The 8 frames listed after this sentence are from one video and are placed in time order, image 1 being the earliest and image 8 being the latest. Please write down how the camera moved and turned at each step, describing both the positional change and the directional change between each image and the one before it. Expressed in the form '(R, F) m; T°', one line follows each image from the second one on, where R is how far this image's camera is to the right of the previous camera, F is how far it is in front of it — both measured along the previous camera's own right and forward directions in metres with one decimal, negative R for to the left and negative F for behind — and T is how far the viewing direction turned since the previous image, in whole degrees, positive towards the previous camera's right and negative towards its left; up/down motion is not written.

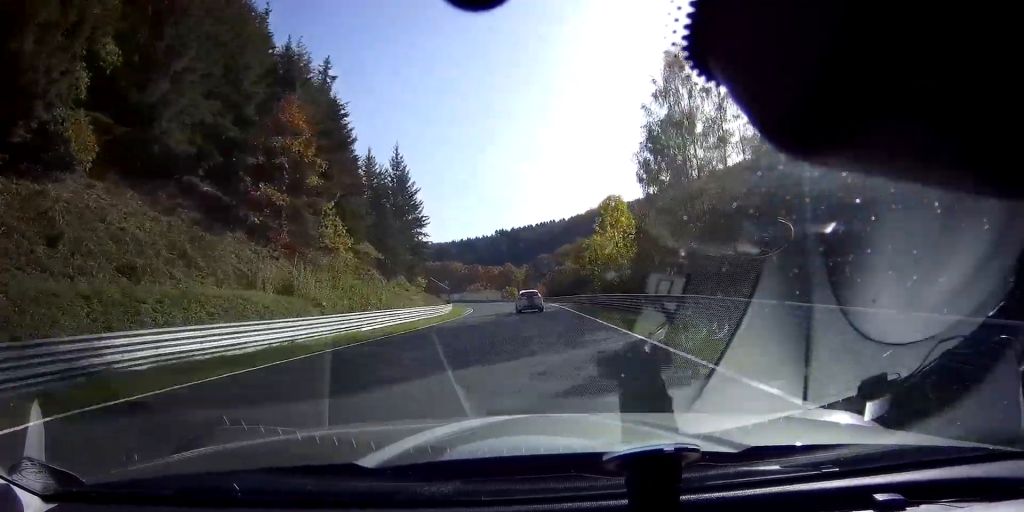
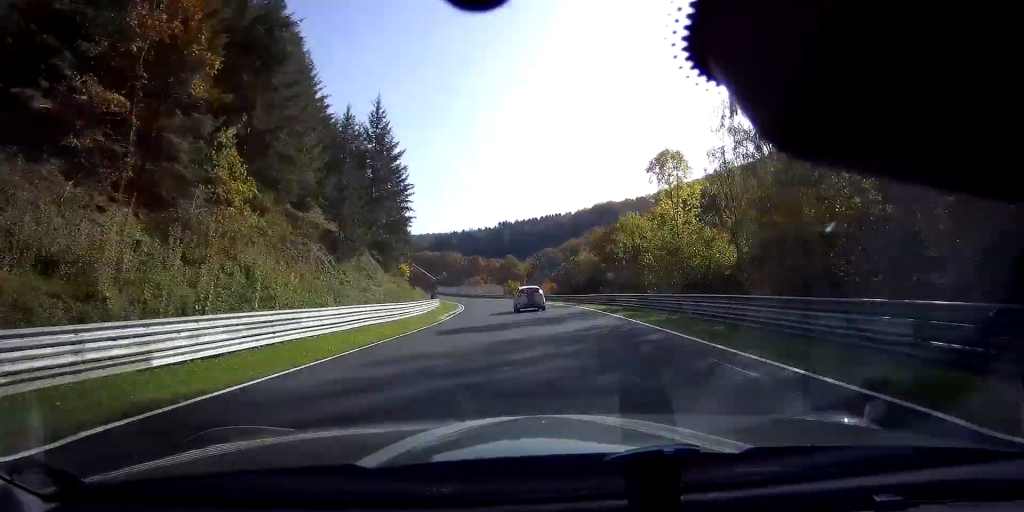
(-0.1, +17.5) m; -1°
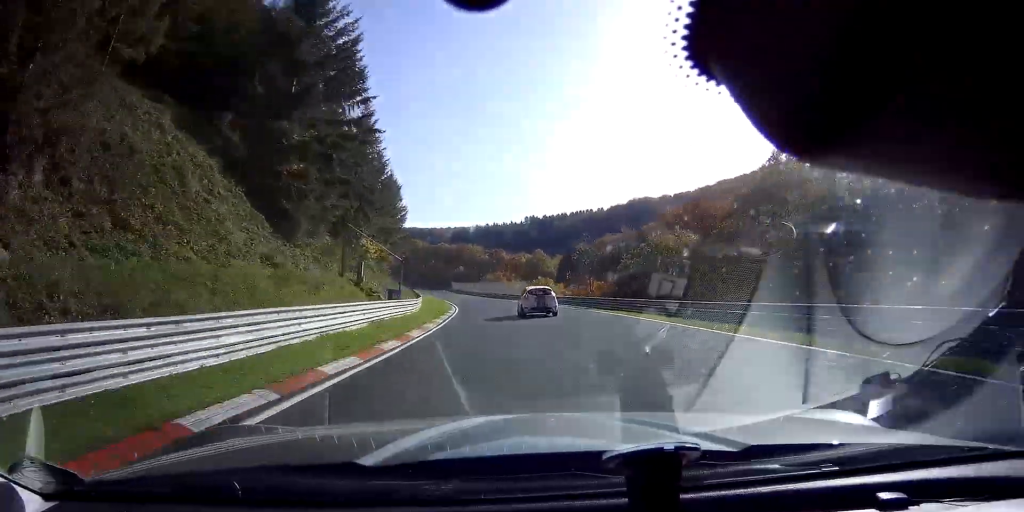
(-0.2, +32.1) m; -2°
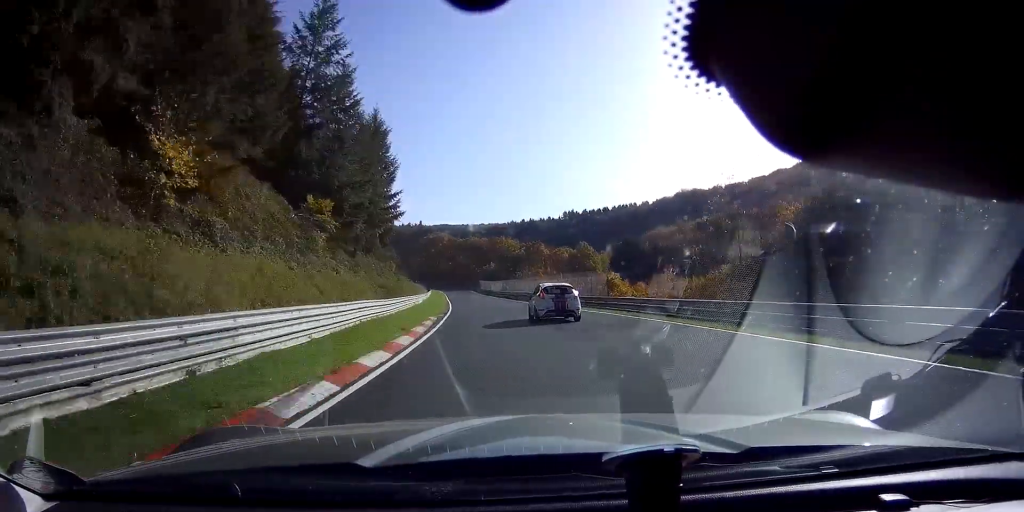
(-0.3, +31.3) m; -3°
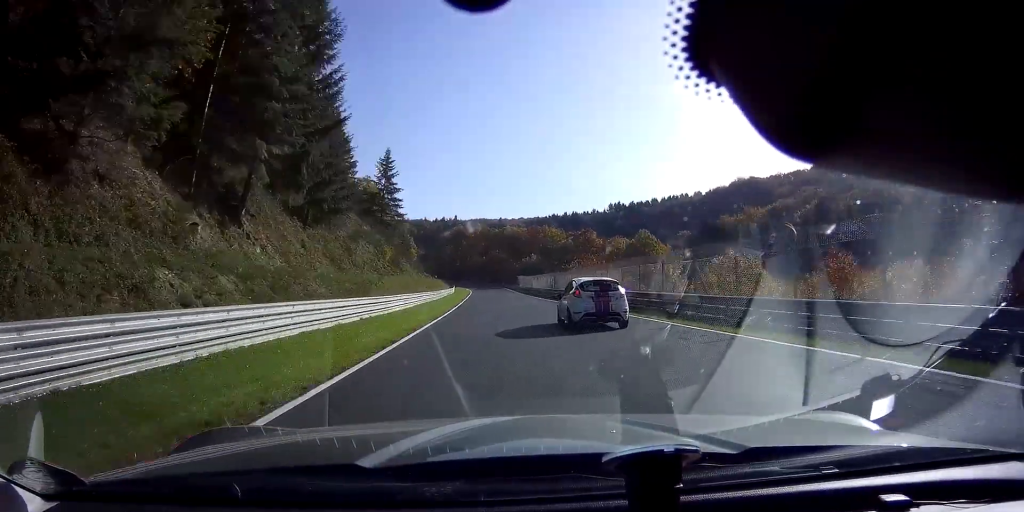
(-1.4, +28.5) m; -3°
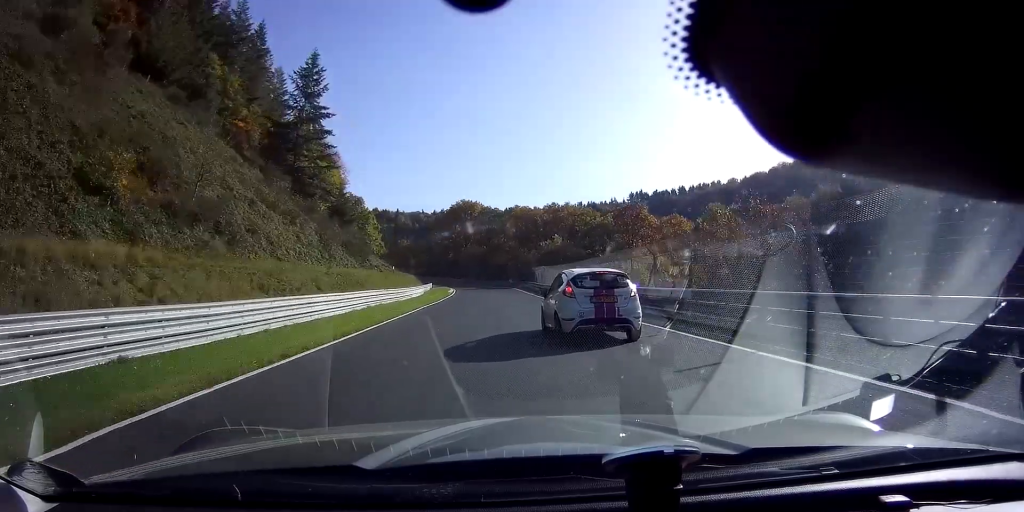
(-1.0, +44.9) m; -2°
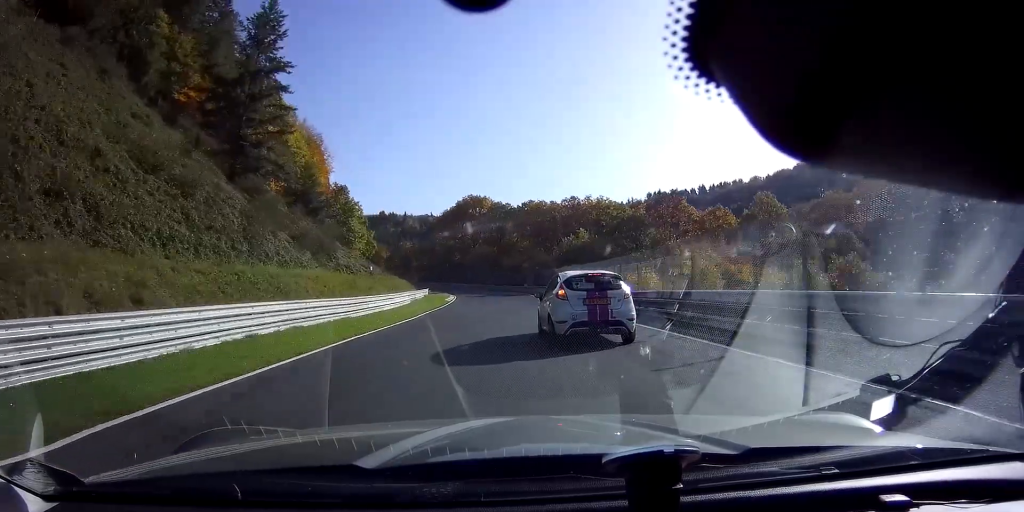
(-0.2, +15.9) m; -1°
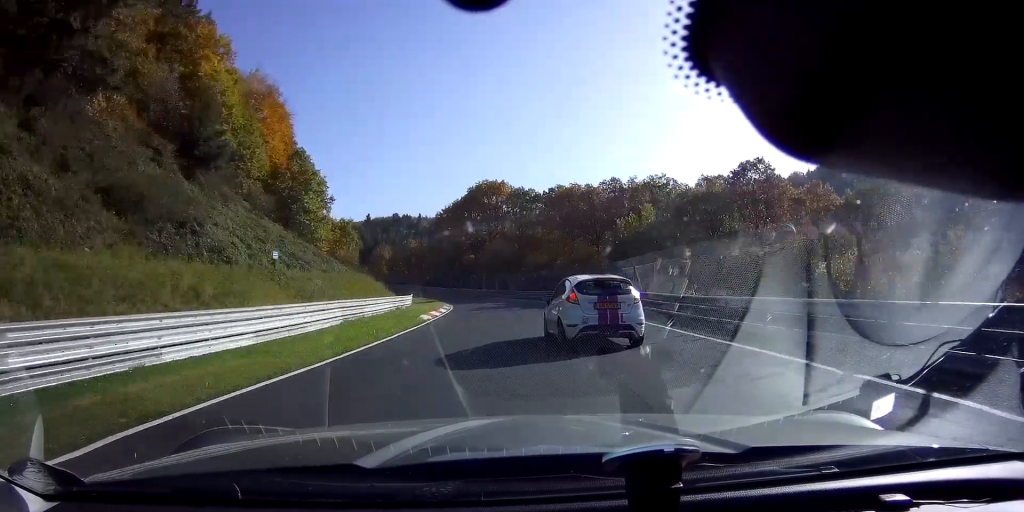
(-0.4, +24.7) m; -3°
